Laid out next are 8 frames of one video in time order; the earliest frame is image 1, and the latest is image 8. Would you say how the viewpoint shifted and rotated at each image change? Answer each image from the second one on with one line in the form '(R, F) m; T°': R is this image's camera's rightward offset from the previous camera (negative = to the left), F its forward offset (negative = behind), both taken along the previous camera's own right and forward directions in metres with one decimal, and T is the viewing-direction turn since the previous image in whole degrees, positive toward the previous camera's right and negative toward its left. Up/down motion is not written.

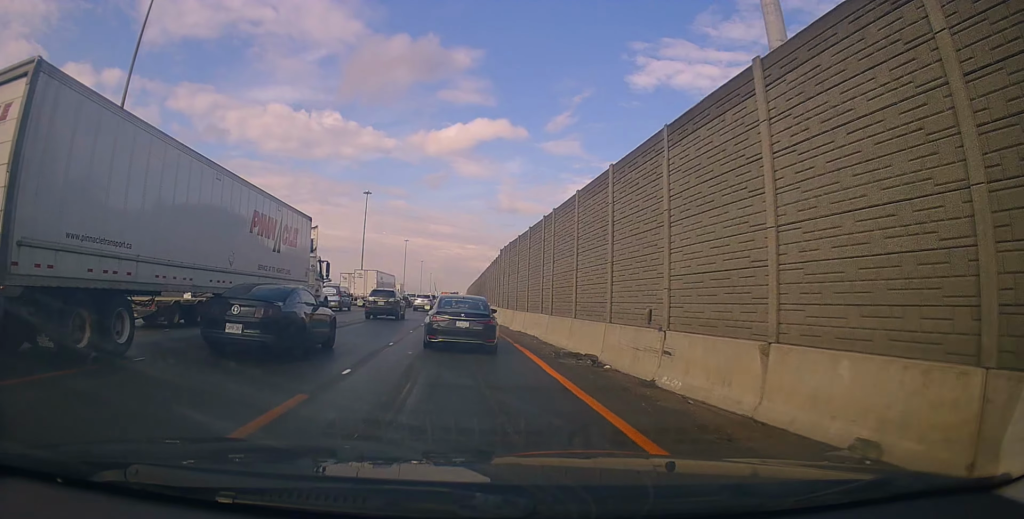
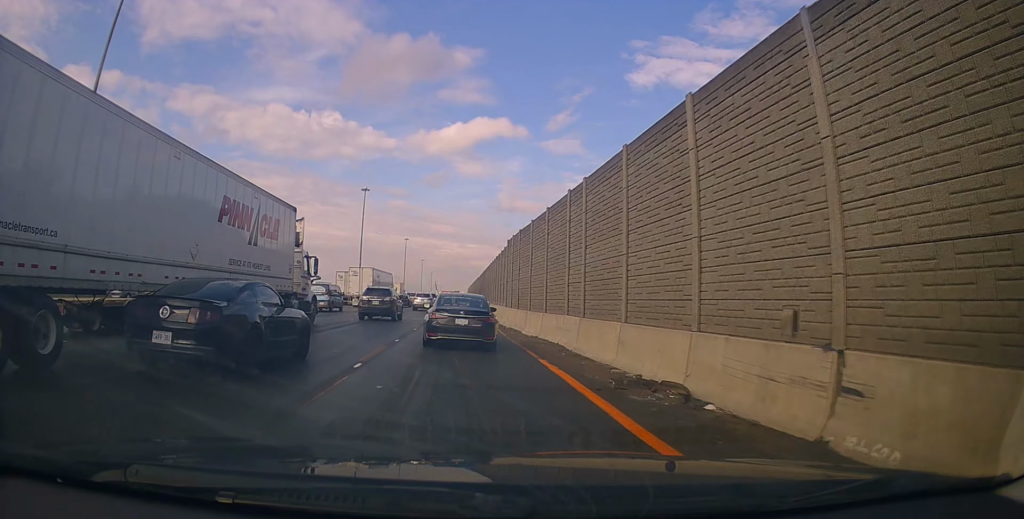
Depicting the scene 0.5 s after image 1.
(0.0, +5.4) m; 0°
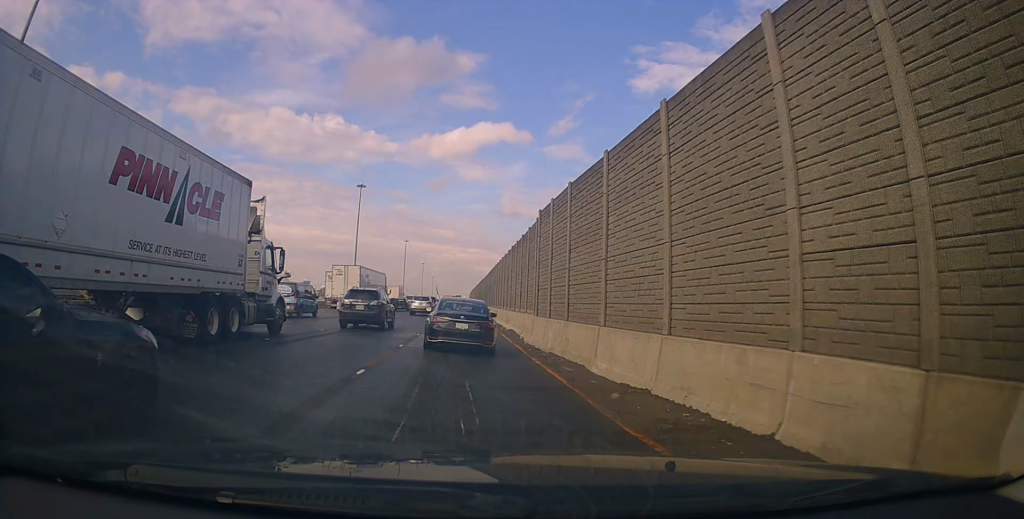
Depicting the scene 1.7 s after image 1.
(-0.2, +12.8) m; -1°
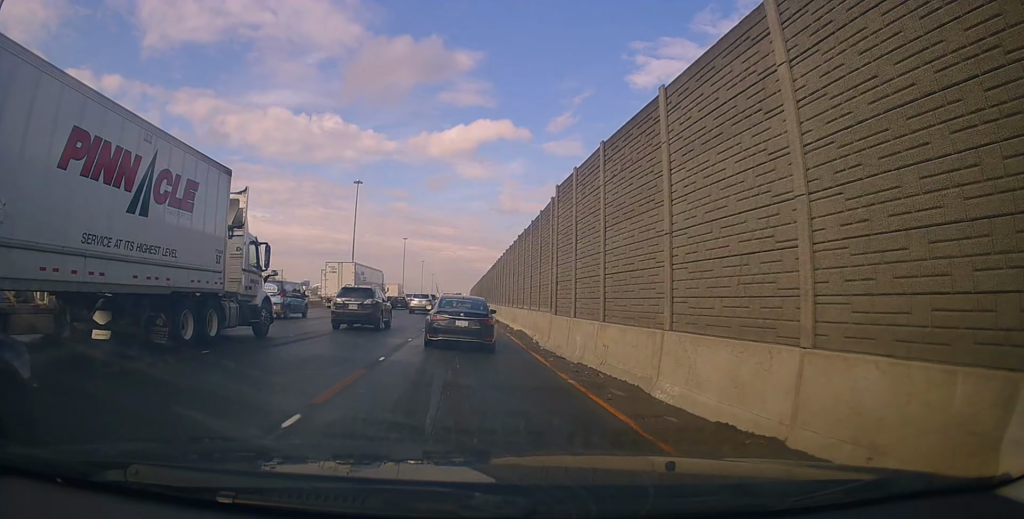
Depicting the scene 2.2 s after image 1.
(0.0, +4.3) m; 0°
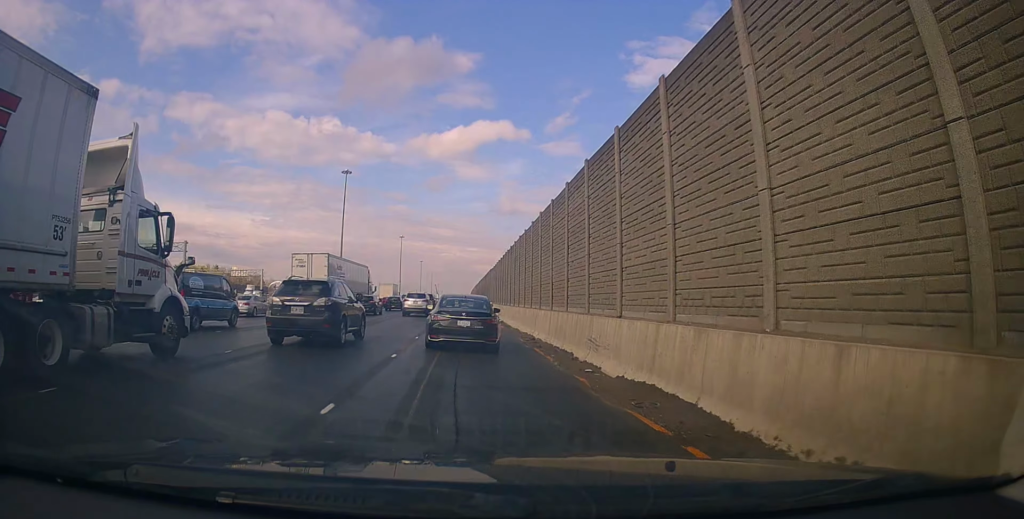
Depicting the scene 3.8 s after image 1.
(-0.3, +16.9) m; 0°
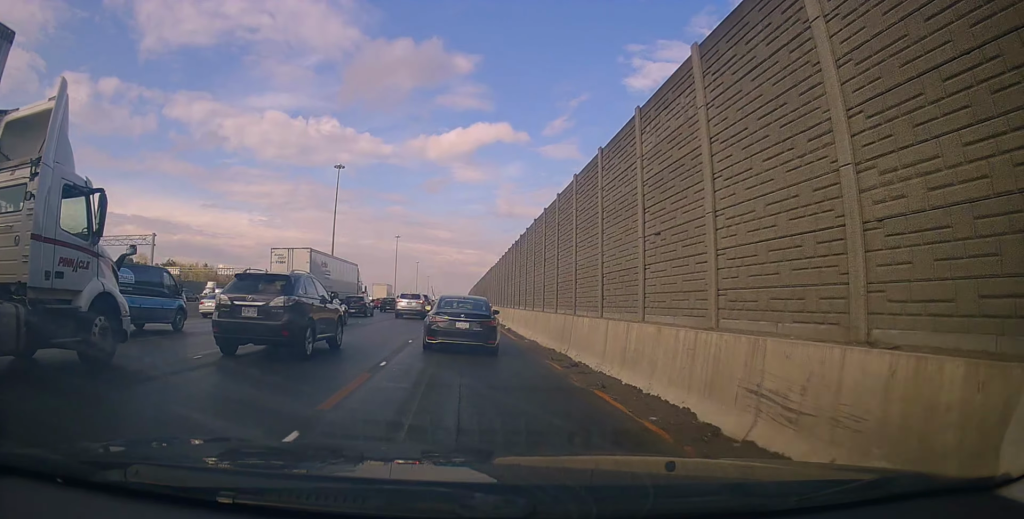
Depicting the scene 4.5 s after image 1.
(0.0, +7.4) m; +1°
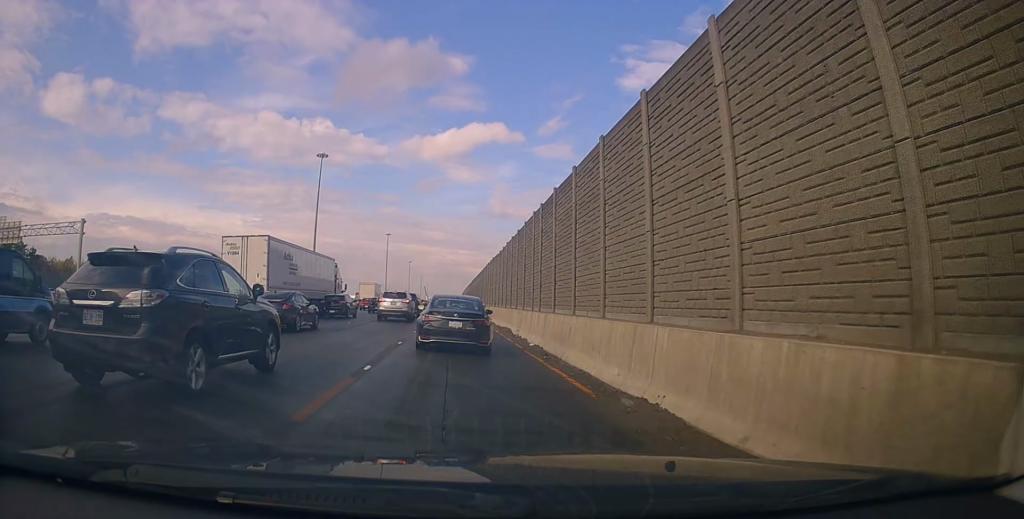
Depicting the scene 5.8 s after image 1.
(+0.1, +12.9) m; -2°
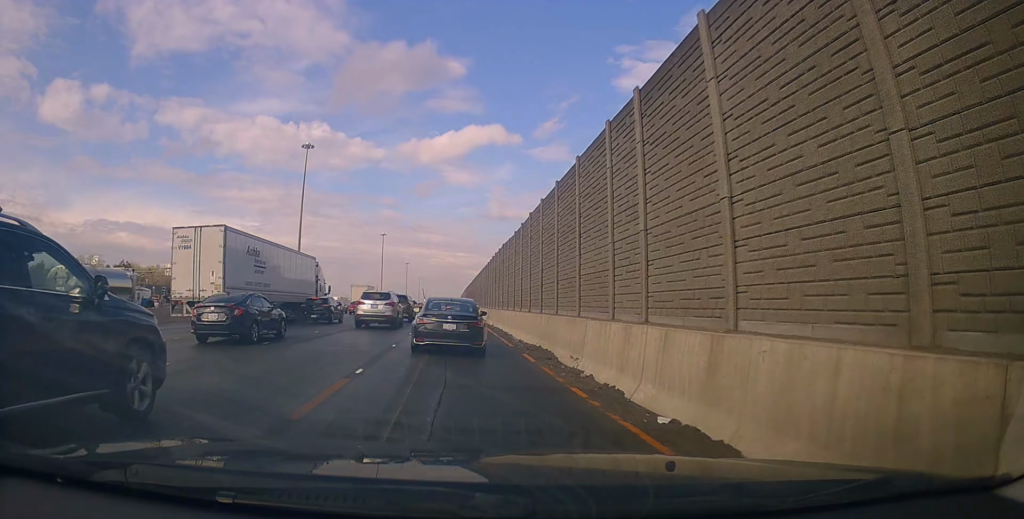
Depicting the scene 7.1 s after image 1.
(-0.4, +12.3) m; -1°
